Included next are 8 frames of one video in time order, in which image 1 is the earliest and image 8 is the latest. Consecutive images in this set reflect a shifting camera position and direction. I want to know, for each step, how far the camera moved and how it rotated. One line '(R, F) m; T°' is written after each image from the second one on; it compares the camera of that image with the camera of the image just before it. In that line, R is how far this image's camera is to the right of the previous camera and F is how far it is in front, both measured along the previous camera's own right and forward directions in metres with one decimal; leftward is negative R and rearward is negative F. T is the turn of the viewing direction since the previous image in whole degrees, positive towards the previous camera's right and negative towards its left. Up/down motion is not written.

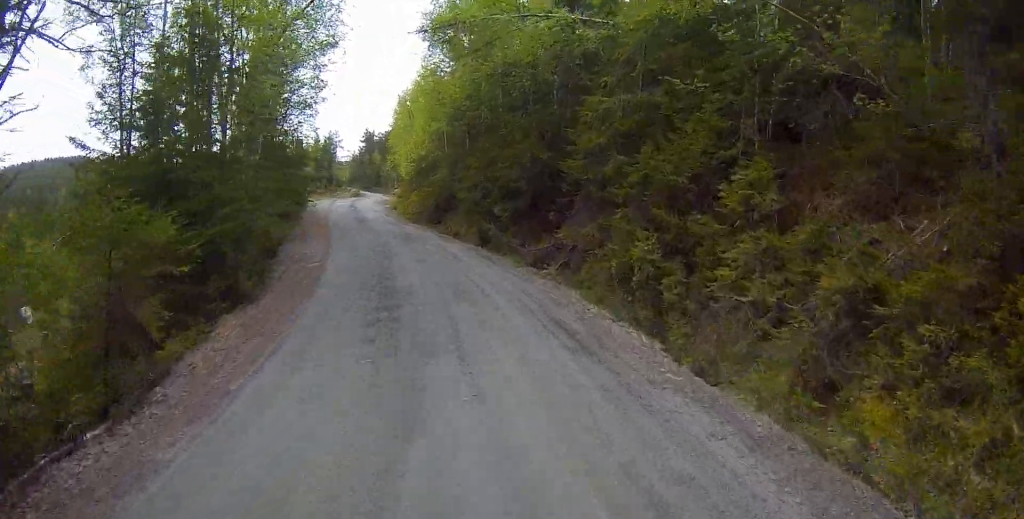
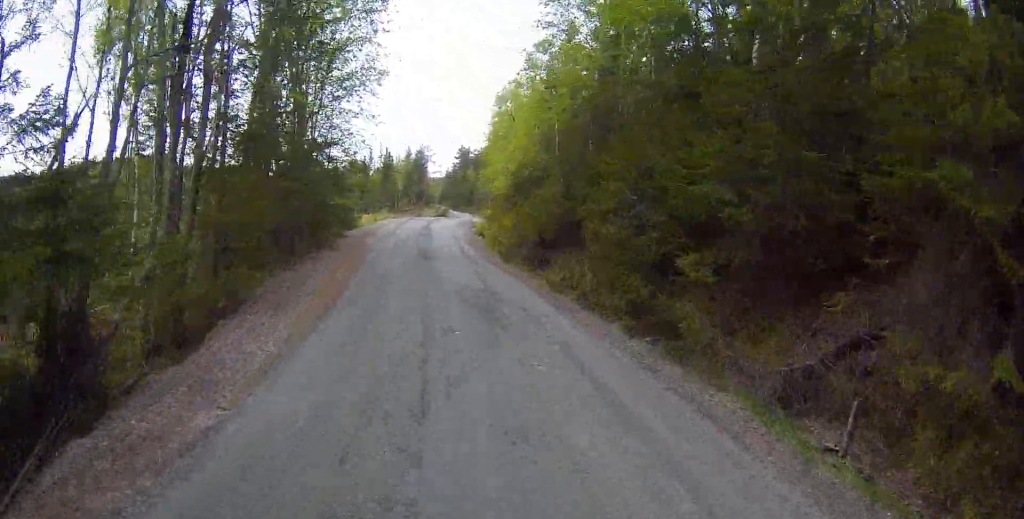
(-0.8, +9.9) m; -8°
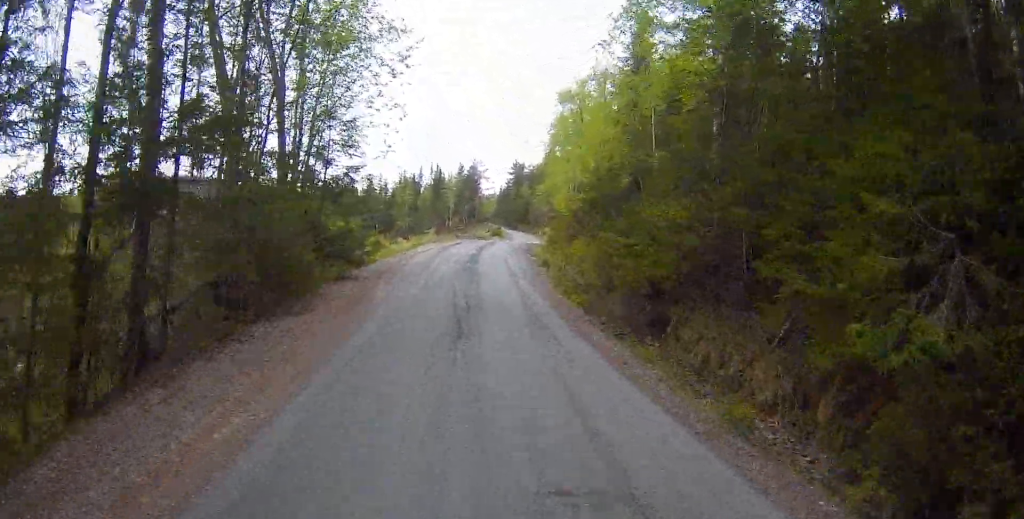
(-0.3, +8.1) m; -3°
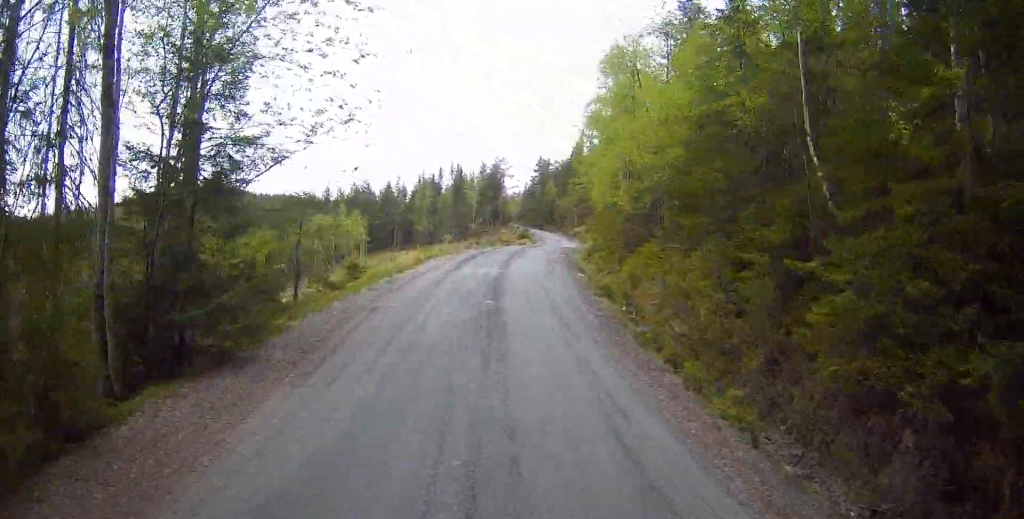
(-0.3, +9.3) m; -2°
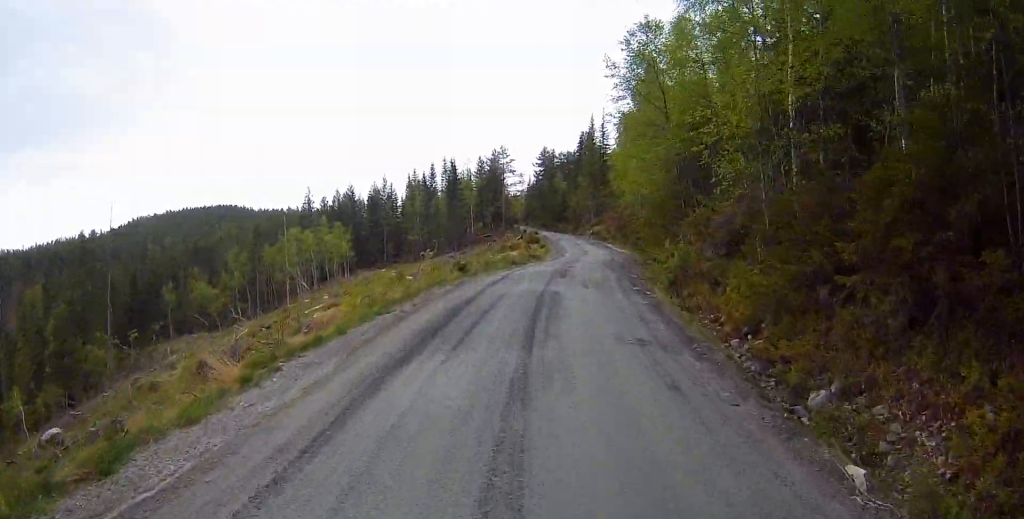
(-0.4, +18.3) m; -1°
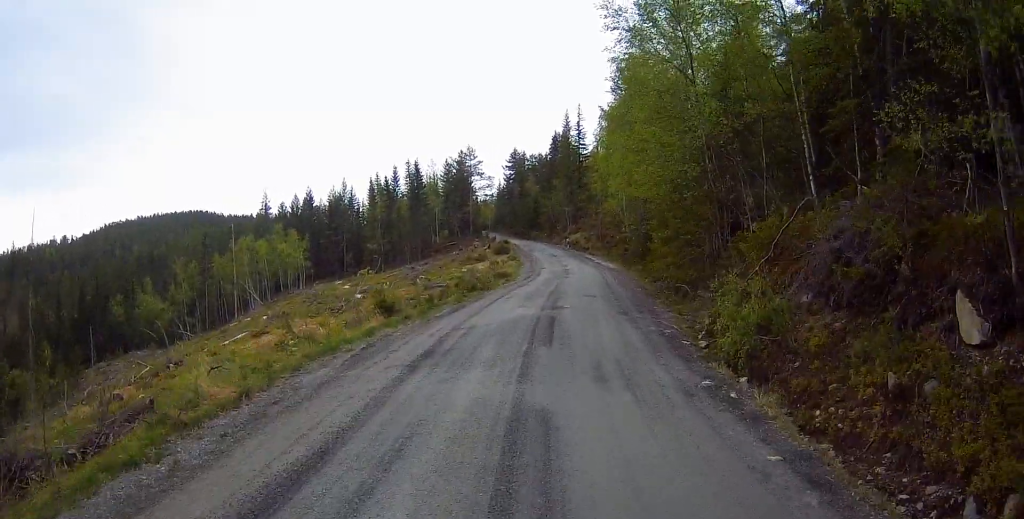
(0.0, +8.7) m; +2°
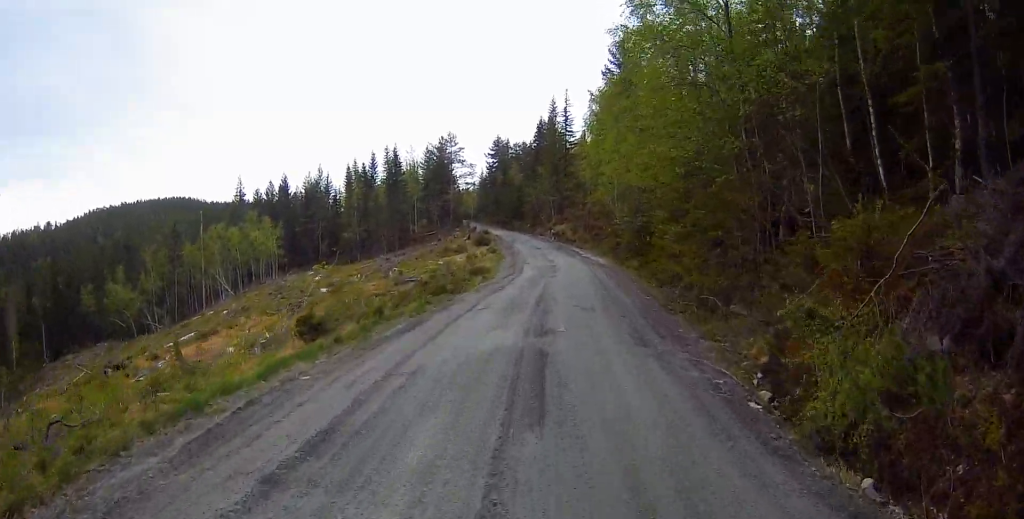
(+0.1, +4.8) m; +2°
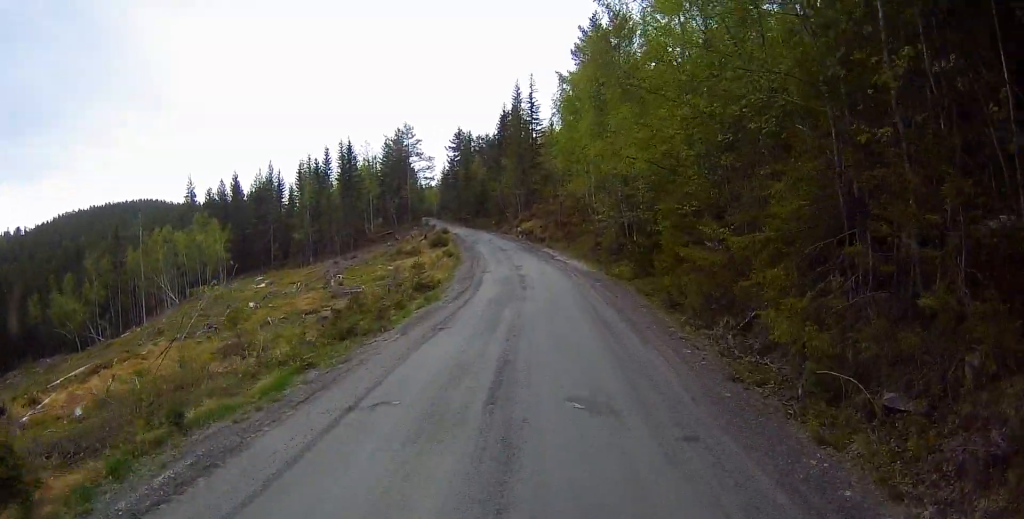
(+0.3, +8.1) m; +2°
